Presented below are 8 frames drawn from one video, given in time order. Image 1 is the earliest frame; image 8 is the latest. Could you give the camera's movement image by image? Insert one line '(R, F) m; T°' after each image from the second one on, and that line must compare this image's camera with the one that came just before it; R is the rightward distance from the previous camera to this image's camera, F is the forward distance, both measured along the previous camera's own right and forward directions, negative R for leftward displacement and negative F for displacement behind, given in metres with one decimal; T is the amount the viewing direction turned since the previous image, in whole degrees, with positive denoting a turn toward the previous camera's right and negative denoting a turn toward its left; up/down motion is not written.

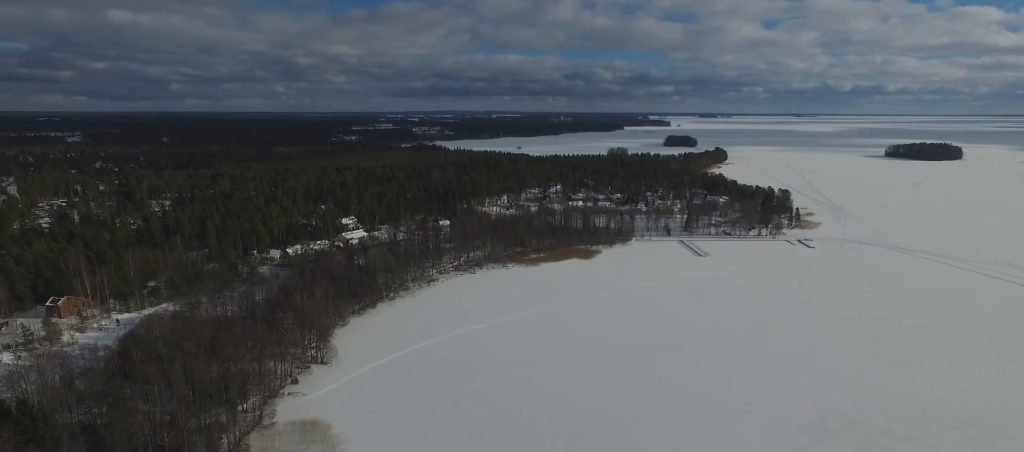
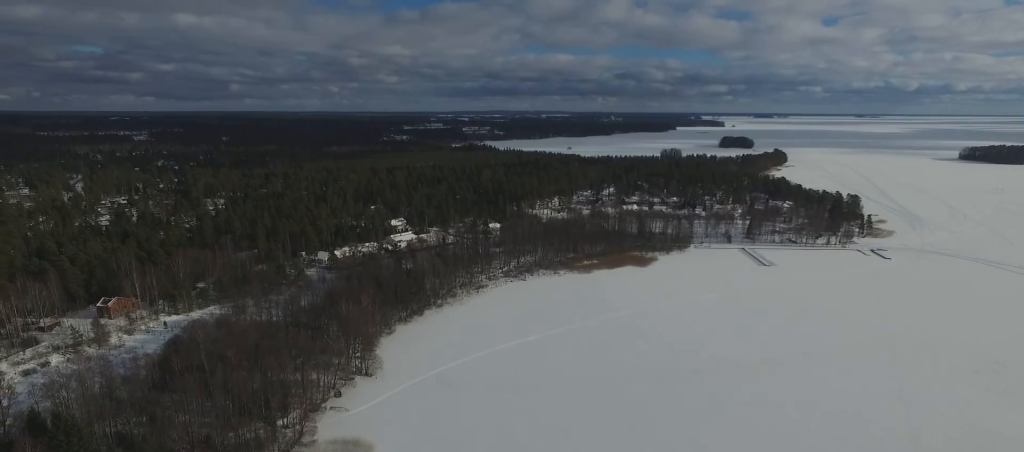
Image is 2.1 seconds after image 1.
(-0.1, +17.0) m; -3°
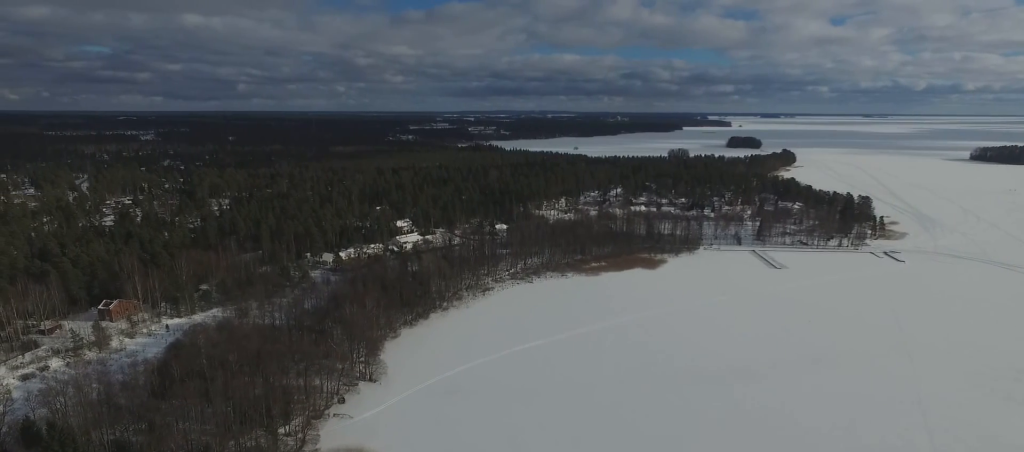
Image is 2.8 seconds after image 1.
(-0.1, +5.9) m; -3°
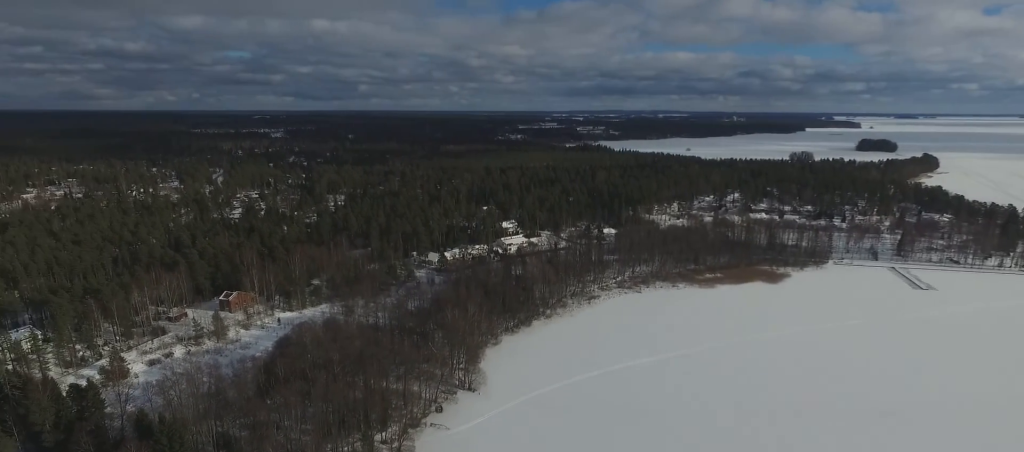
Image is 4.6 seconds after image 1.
(-1.2, +15.0) m; -10°
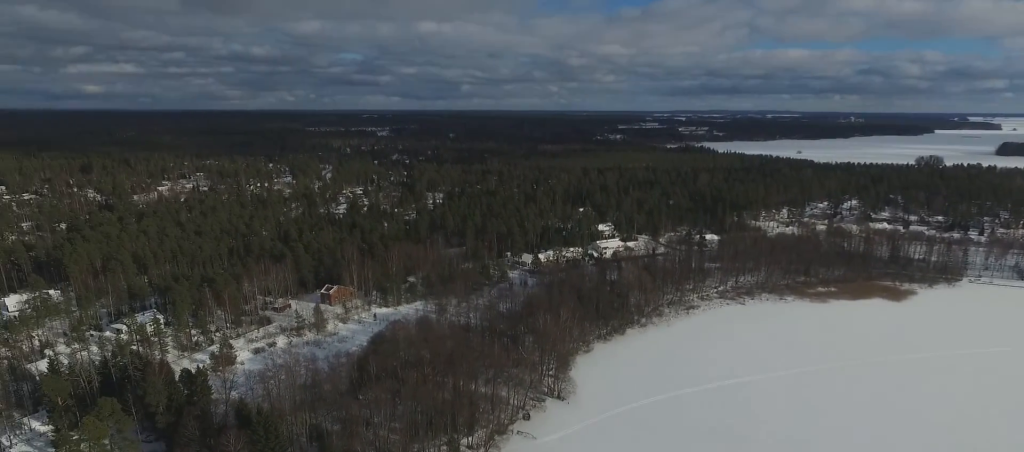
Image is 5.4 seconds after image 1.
(-0.4, +7.7) m; -5°
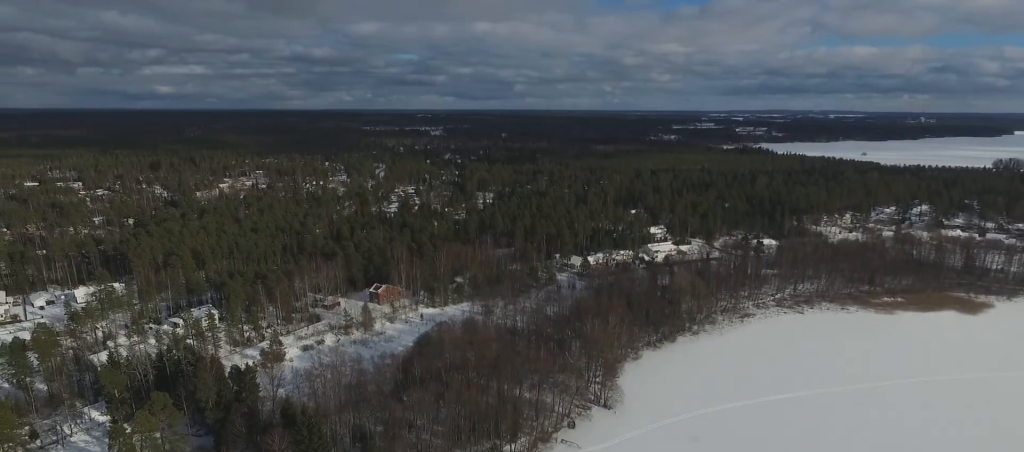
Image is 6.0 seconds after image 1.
(-0.1, +4.8) m; -3°
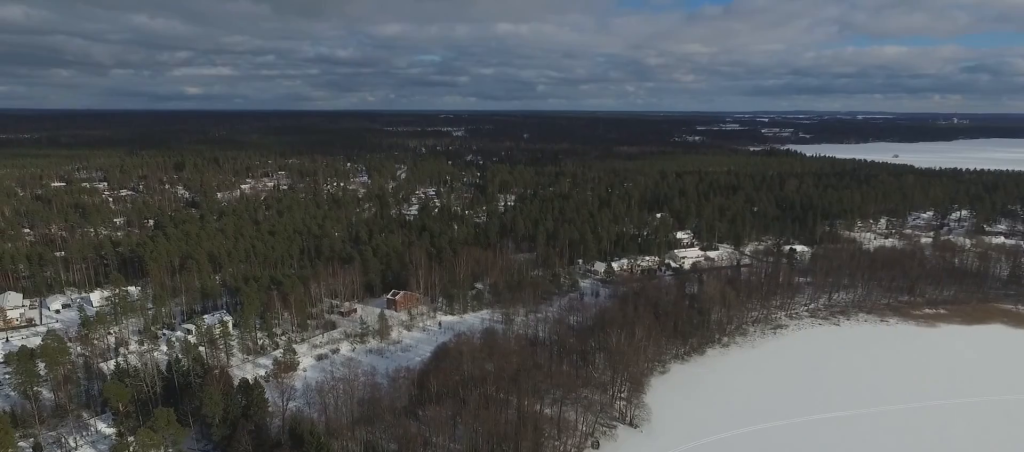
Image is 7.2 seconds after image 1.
(-0.8, +11.4) m; -4°
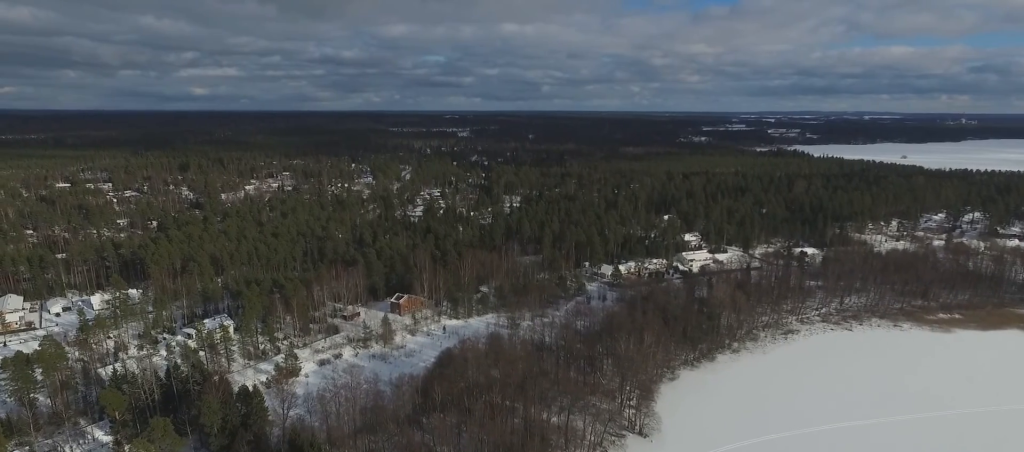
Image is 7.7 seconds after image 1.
(-0.4, +5.6) m; +1°
